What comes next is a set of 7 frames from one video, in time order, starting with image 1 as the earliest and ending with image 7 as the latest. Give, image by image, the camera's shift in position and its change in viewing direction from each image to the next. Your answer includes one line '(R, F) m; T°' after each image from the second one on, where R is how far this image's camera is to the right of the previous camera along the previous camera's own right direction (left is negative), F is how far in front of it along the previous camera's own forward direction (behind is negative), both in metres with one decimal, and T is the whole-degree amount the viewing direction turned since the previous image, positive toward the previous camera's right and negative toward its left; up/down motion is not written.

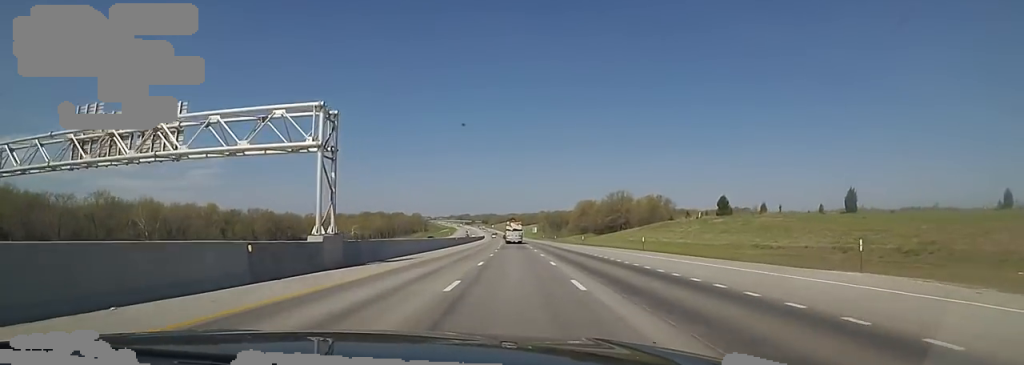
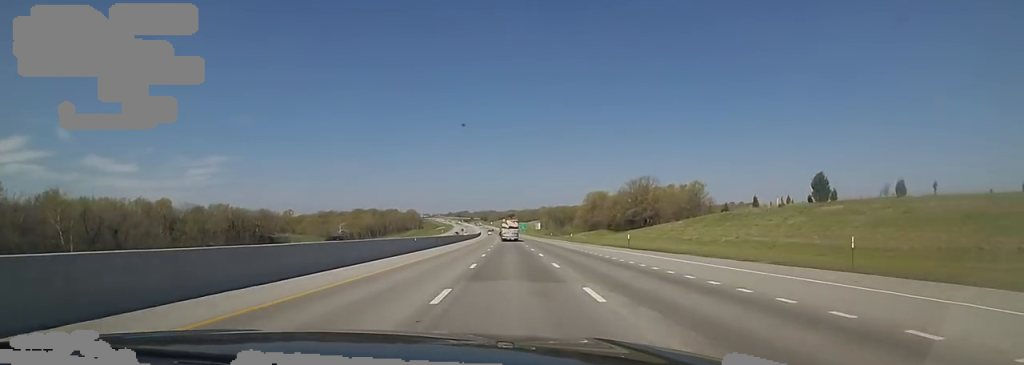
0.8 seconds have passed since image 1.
(-0.8, +30.2) m; 0°
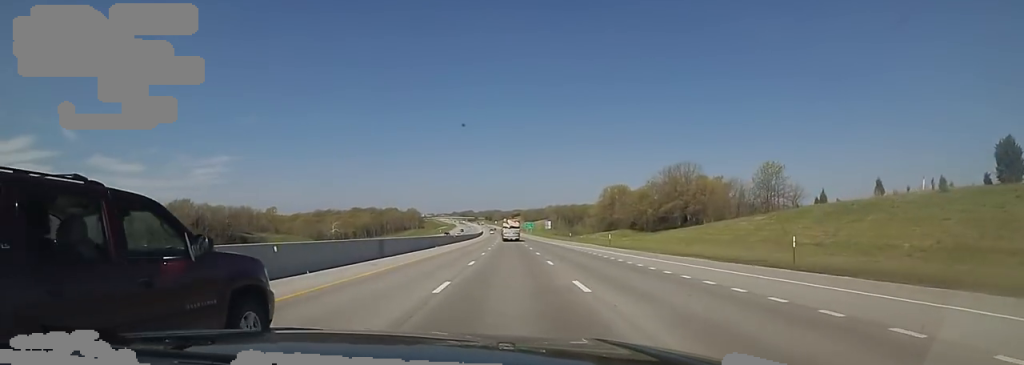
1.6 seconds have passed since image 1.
(+0.7, +26.4) m; 0°
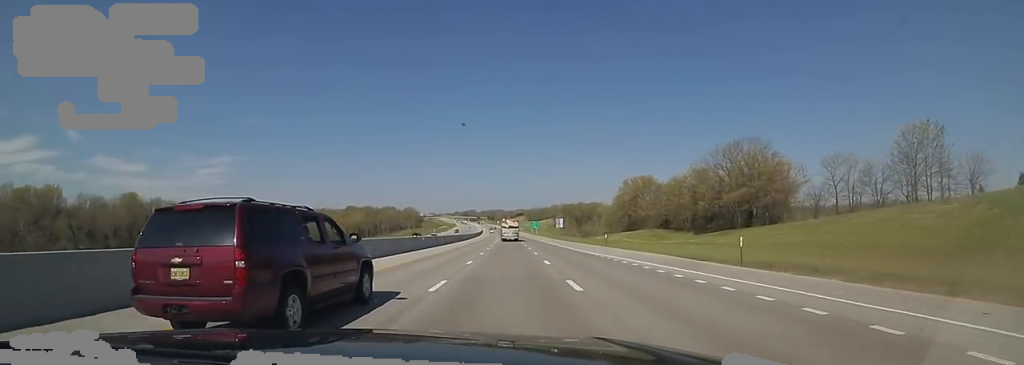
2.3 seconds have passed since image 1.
(-0.3, +28.1) m; -1°
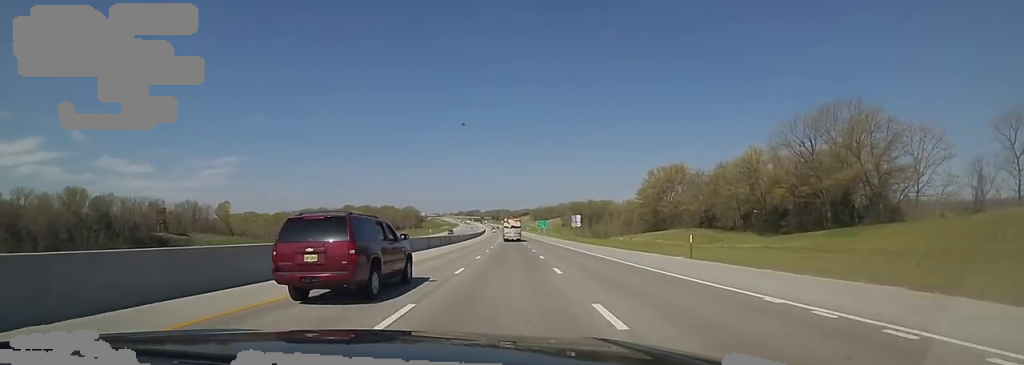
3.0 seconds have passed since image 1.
(-0.4, +23.5) m; -1°
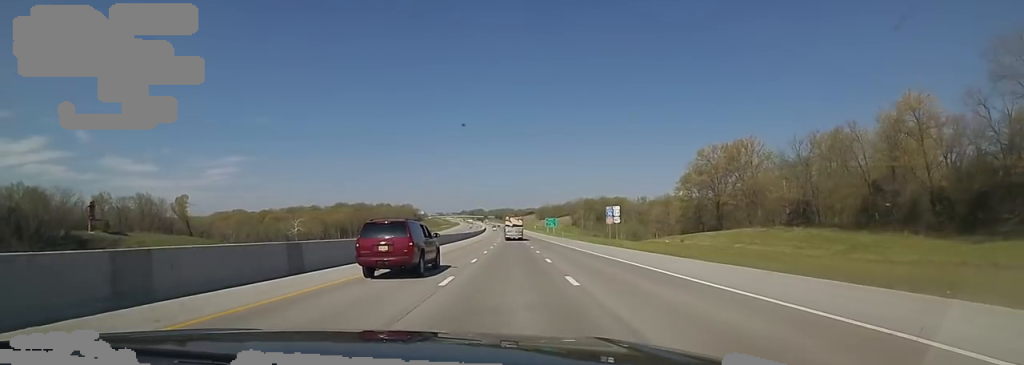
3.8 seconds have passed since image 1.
(+0.1, +32.8) m; 0°
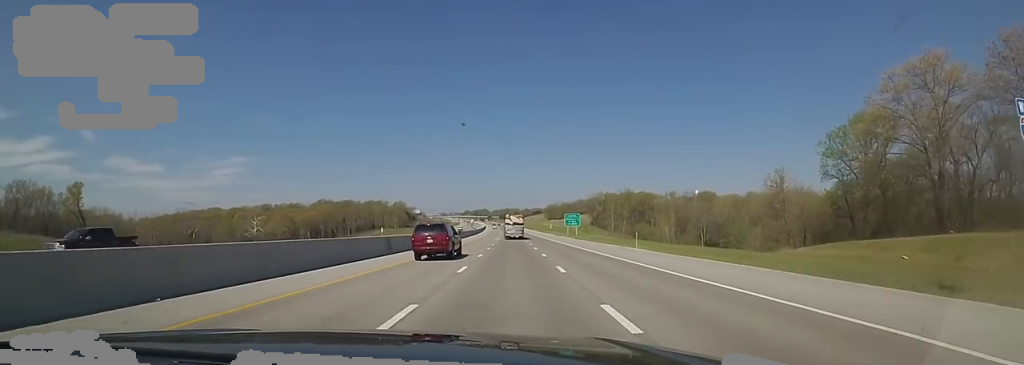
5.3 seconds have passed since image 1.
(-0.4, +54.4) m; -1°
